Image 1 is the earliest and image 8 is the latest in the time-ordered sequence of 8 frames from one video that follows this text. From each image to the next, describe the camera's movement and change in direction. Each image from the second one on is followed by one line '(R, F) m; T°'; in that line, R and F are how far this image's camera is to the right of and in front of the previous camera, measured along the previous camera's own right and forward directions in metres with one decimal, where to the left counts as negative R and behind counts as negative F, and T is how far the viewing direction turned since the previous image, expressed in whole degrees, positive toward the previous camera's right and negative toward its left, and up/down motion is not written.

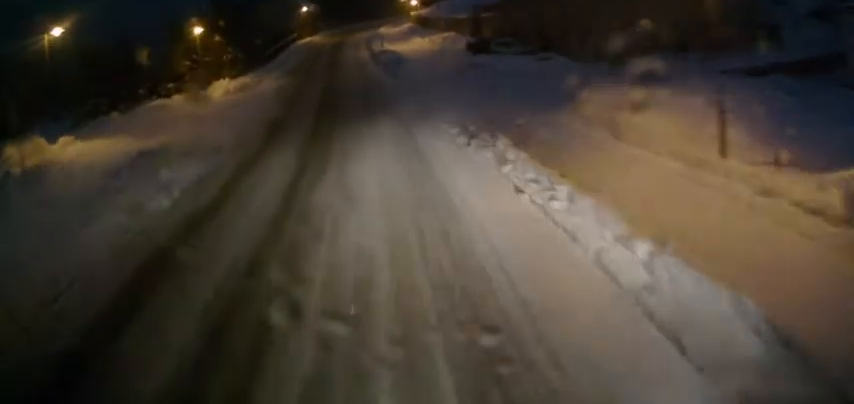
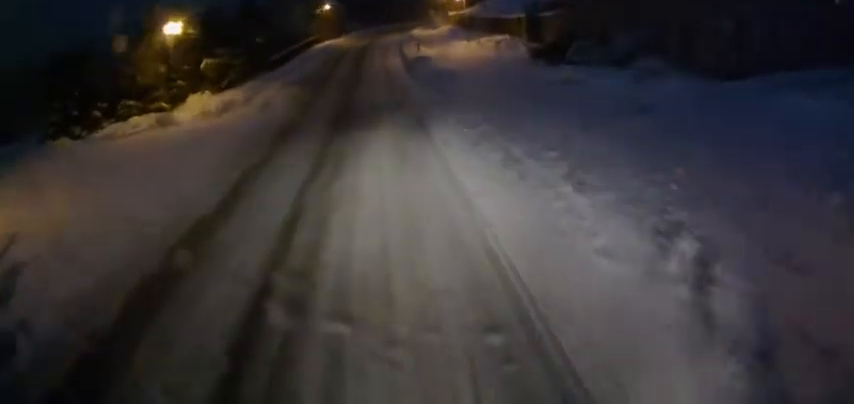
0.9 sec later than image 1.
(-1.0, +9.9) m; -5°
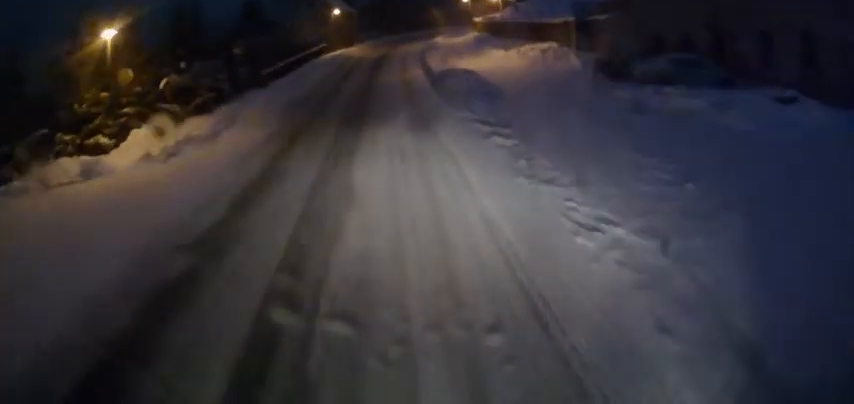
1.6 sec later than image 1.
(-0.1, +7.8) m; -1°
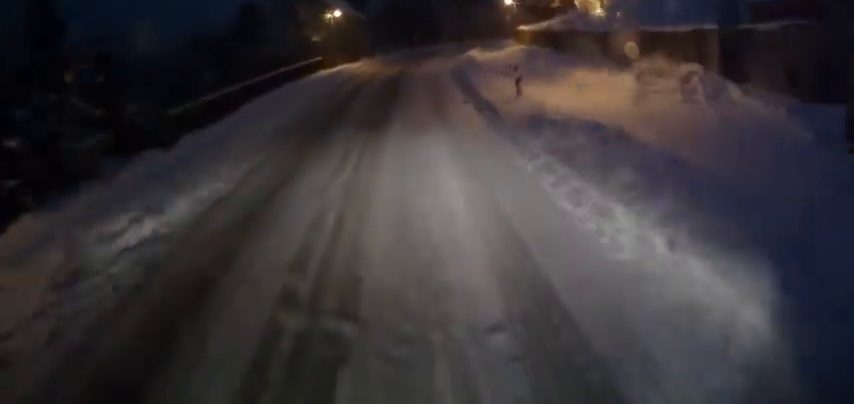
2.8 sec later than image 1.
(-0.1, +14.3) m; -1°
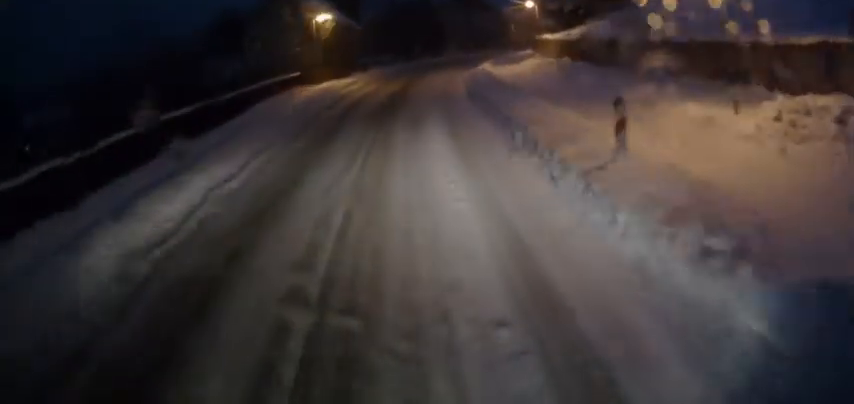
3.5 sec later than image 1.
(-0.1, +8.3) m; -1°
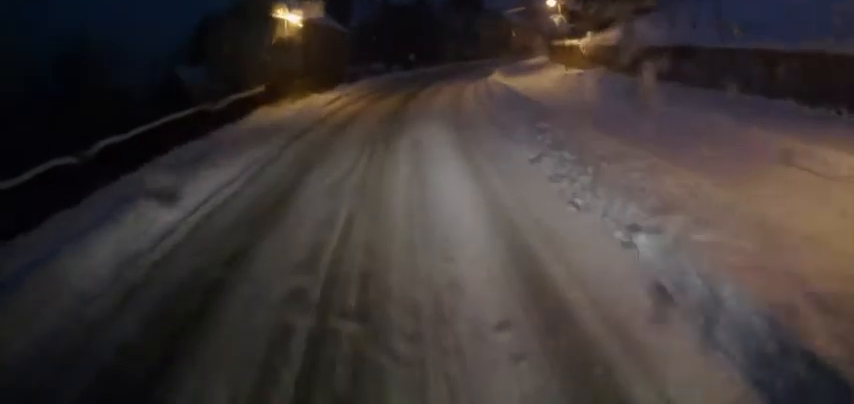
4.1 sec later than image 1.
(0.0, +6.9) m; 0°
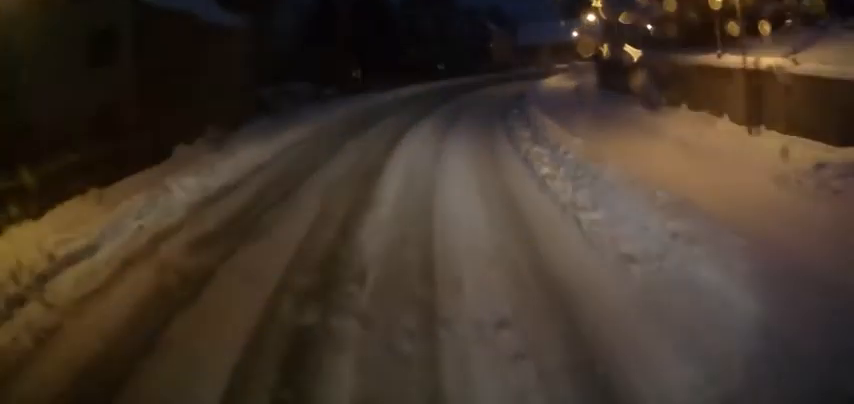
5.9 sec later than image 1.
(+0.6, +20.8) m; +4°
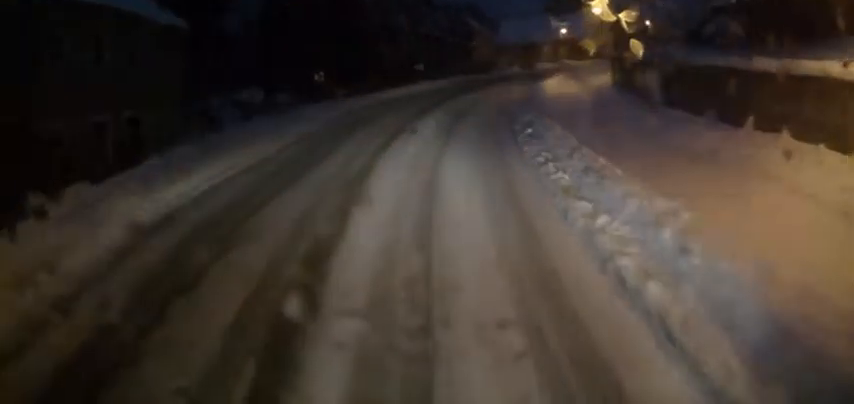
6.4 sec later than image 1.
(+0.1, +5.8) m; +3°
